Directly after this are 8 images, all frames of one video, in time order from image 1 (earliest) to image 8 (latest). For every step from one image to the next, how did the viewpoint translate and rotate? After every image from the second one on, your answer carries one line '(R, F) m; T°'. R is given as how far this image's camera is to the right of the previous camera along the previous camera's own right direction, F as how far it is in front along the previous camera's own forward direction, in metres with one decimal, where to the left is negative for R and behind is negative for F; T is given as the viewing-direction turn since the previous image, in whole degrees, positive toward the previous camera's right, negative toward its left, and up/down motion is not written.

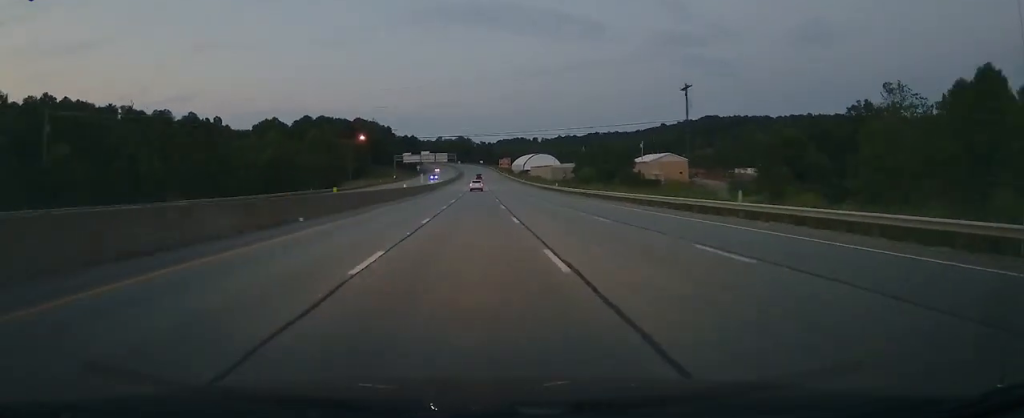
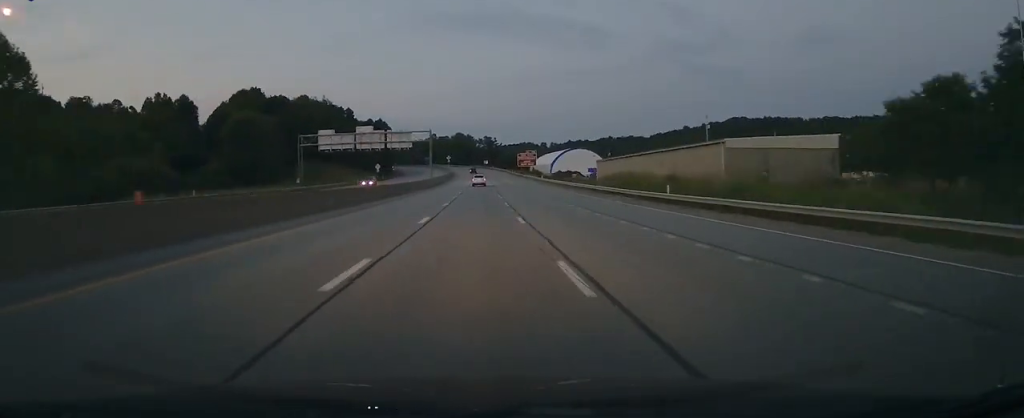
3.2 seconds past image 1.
(+0.1, +108.6) m; 0°
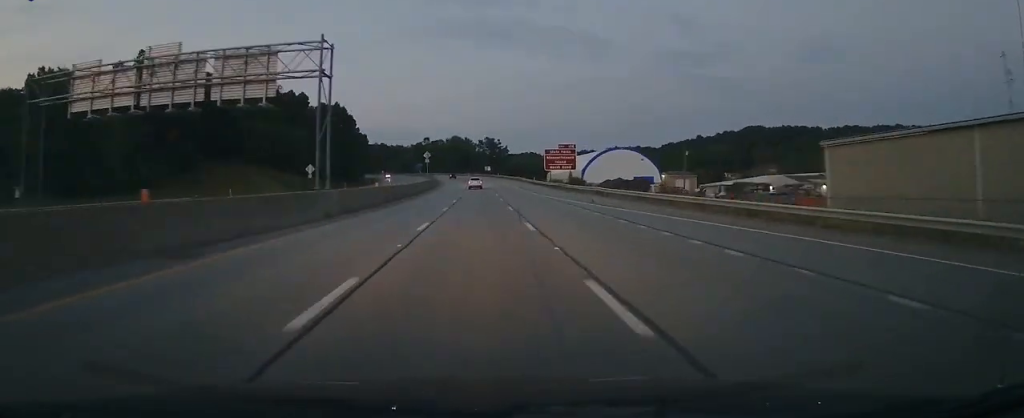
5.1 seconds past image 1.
(-0.4, +62.2) m; -2°
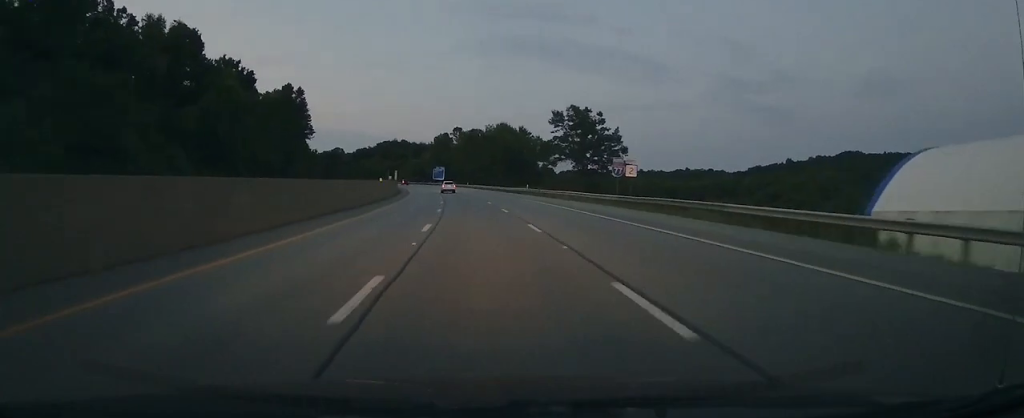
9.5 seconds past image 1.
(-5.3, +144.9) m; -7°
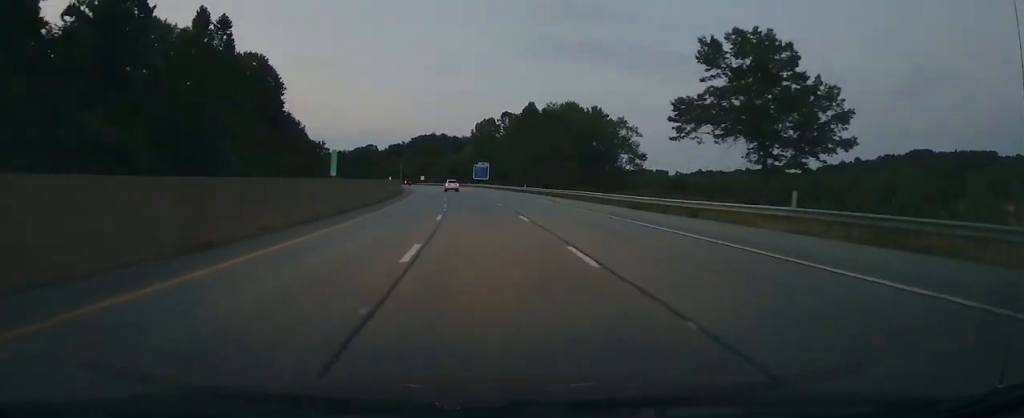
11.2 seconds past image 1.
(+1.7, +56.7) m; -4°
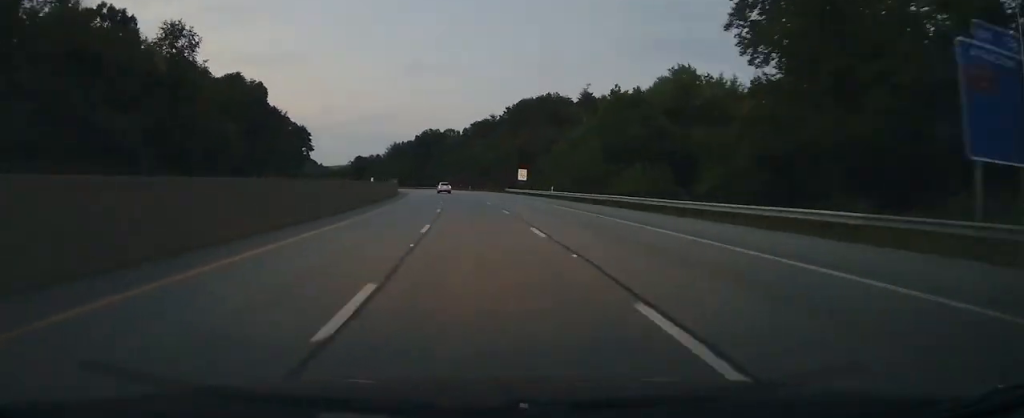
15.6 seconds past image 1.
(-16.8, +141.1) m; -12°
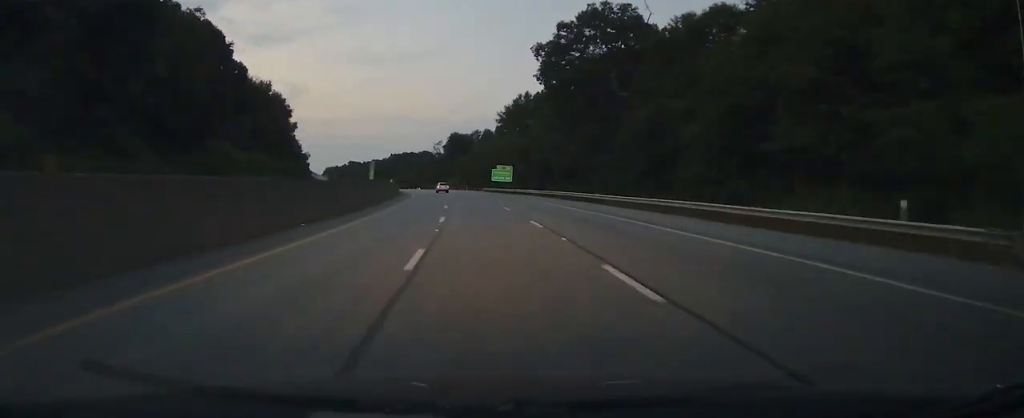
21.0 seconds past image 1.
(-22.6, +170.5) m; -14°
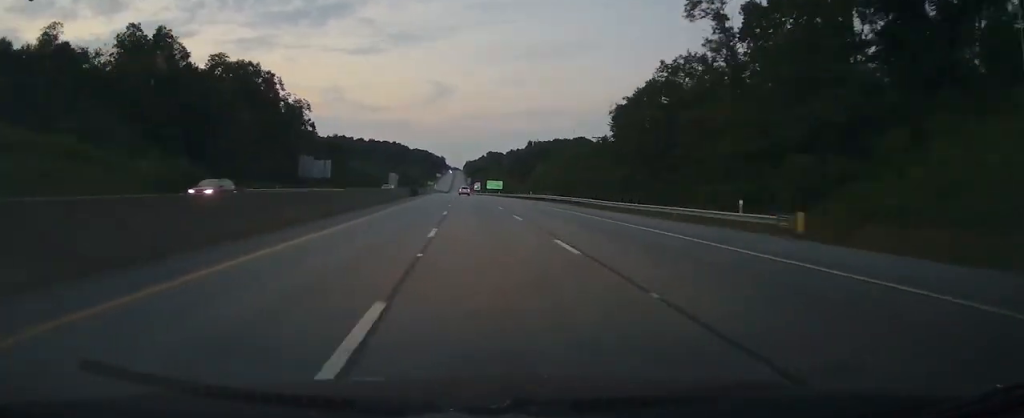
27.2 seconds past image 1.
(-24.7, +205.2) m; -12°
